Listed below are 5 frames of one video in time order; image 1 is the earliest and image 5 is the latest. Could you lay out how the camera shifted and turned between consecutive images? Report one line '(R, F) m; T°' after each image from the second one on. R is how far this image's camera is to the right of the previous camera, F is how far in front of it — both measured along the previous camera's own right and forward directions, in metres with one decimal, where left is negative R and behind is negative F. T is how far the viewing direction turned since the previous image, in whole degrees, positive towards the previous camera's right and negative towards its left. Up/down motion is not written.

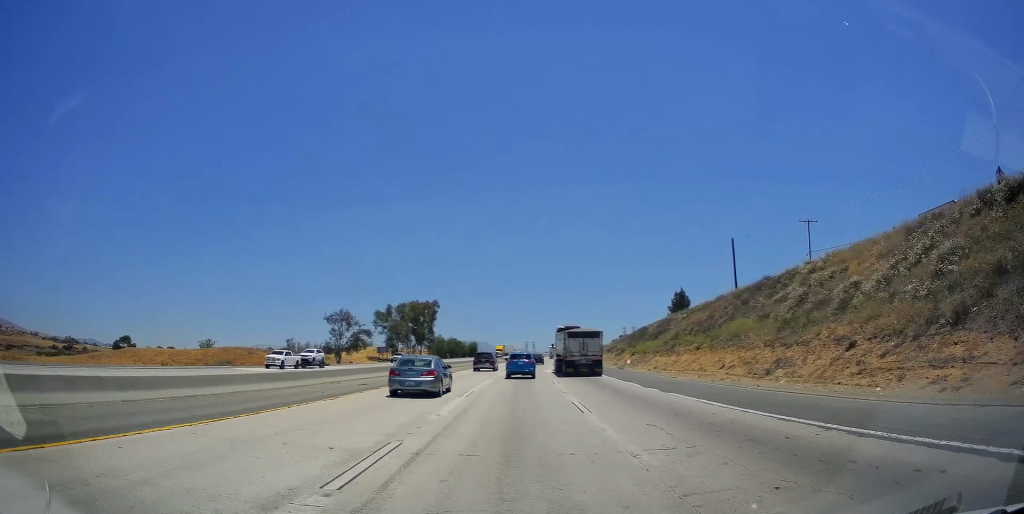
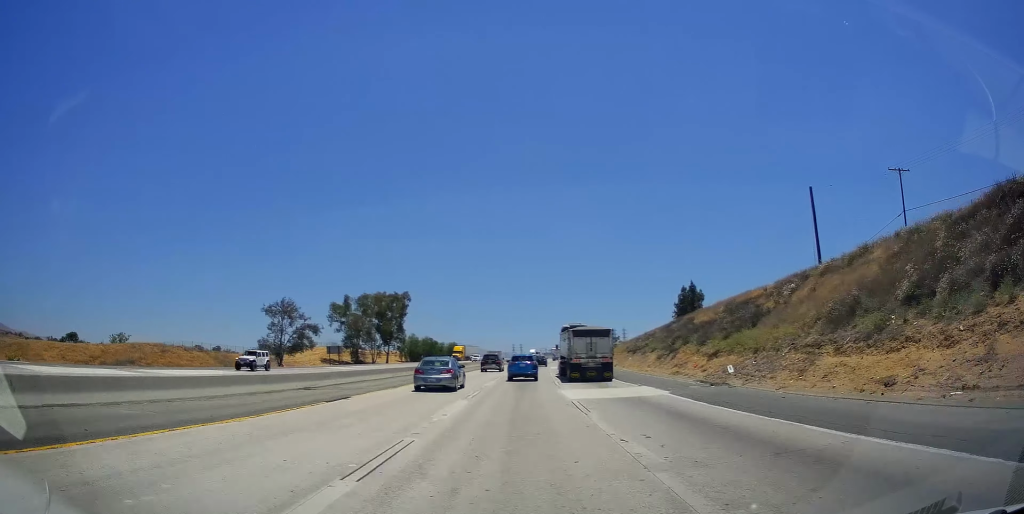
(+0.7, +28.6) m; +2°
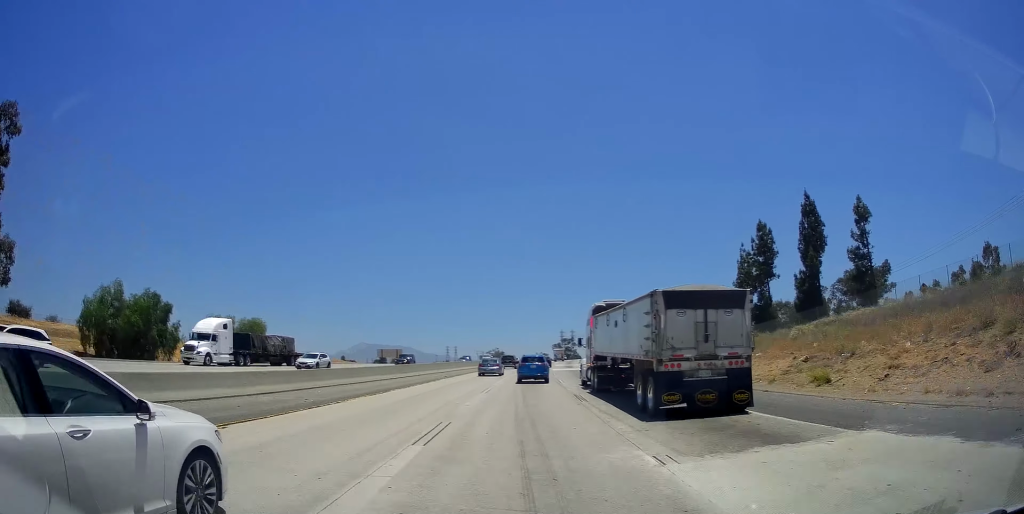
(+3.5, +114.0) m; +5°
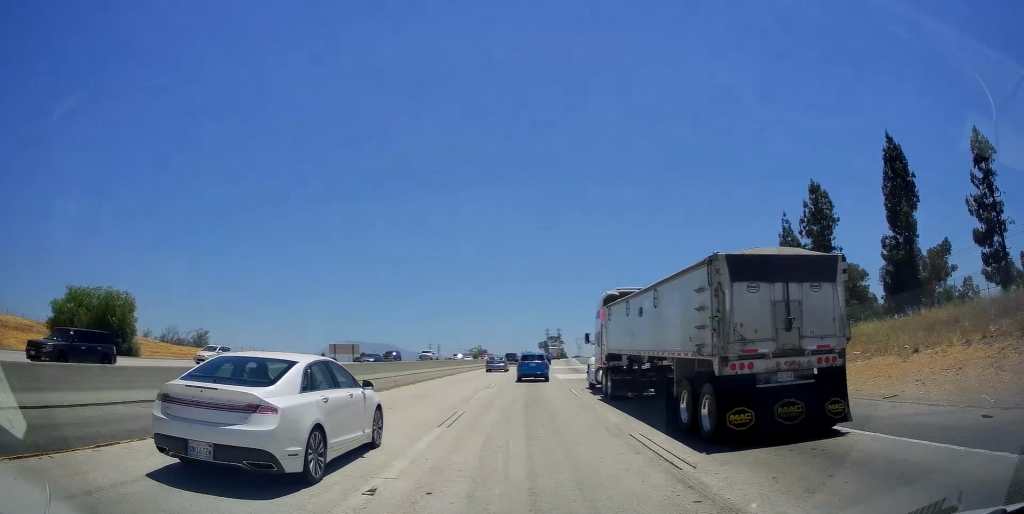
(+0.9, +26.4) m; +2°
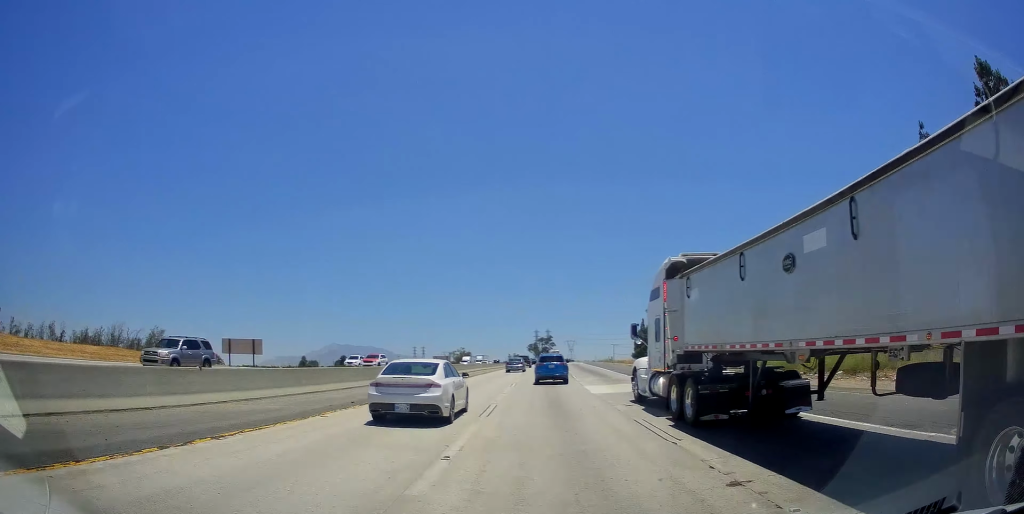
(+0.6, +42.5) m; +1°
